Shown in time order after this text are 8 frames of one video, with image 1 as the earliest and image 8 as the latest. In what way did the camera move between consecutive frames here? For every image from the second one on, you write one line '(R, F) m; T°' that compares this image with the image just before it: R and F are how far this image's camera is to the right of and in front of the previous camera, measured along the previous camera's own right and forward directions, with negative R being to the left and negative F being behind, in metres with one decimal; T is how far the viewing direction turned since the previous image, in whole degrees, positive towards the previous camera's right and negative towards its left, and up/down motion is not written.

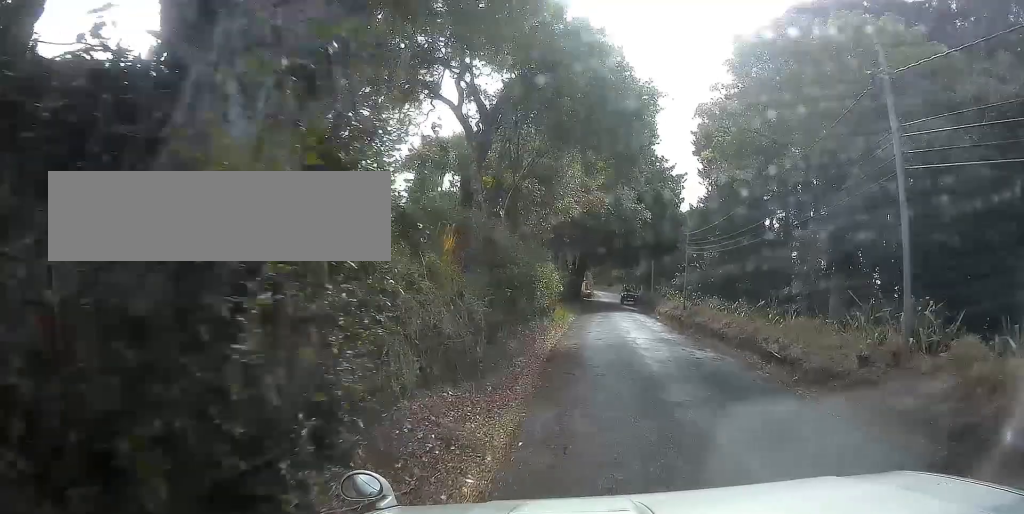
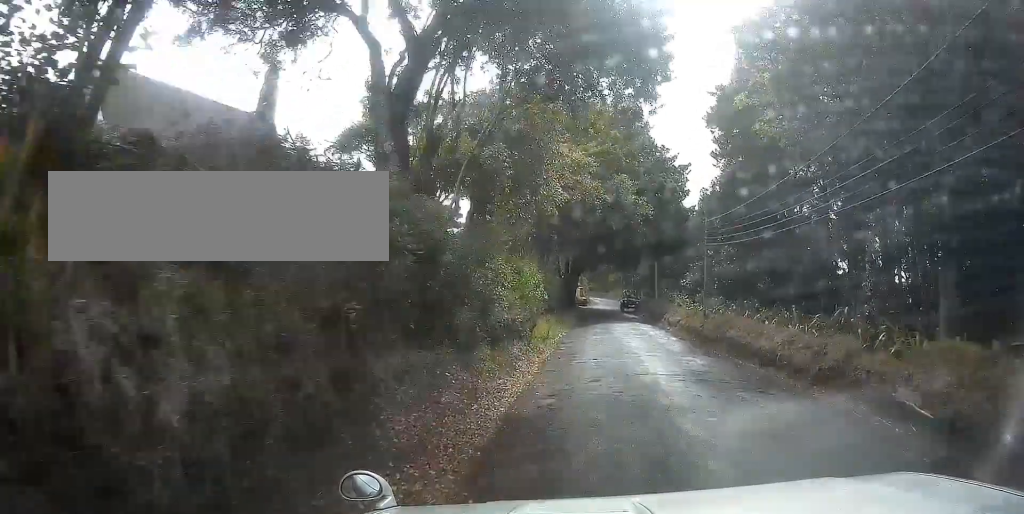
(0.0, +6.8) m; 0°
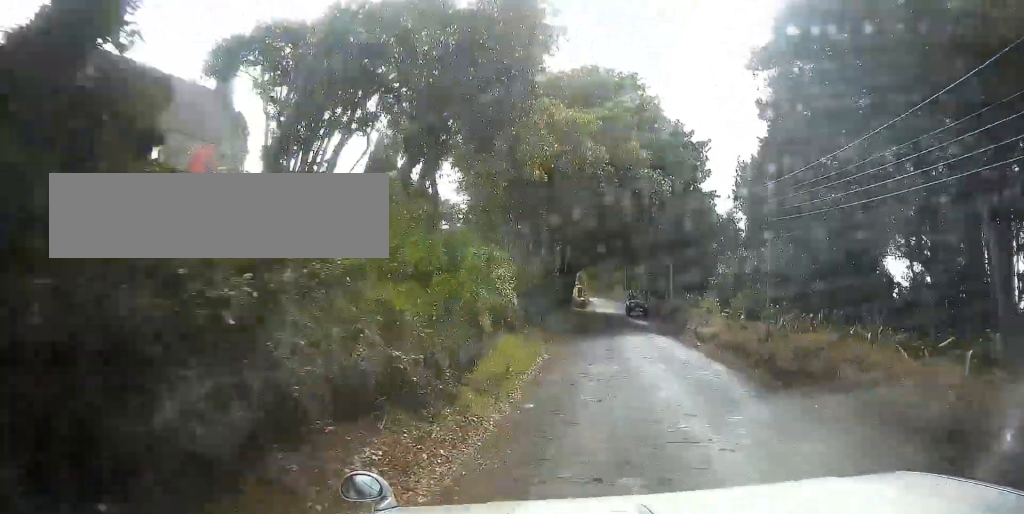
(0.0, +9.1) m; 0°
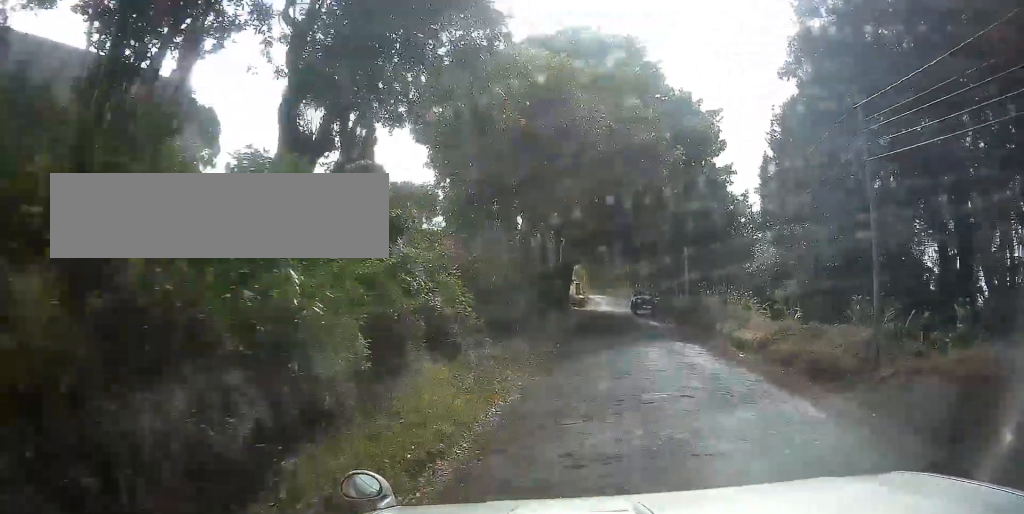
(0.0, +6.8) m; +1°
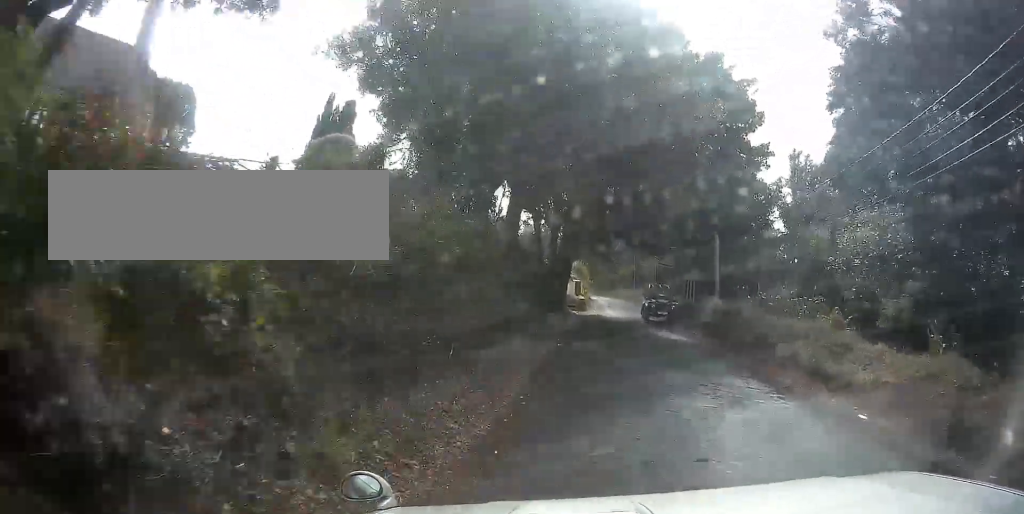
(+0.2, +7.4) m; +2°
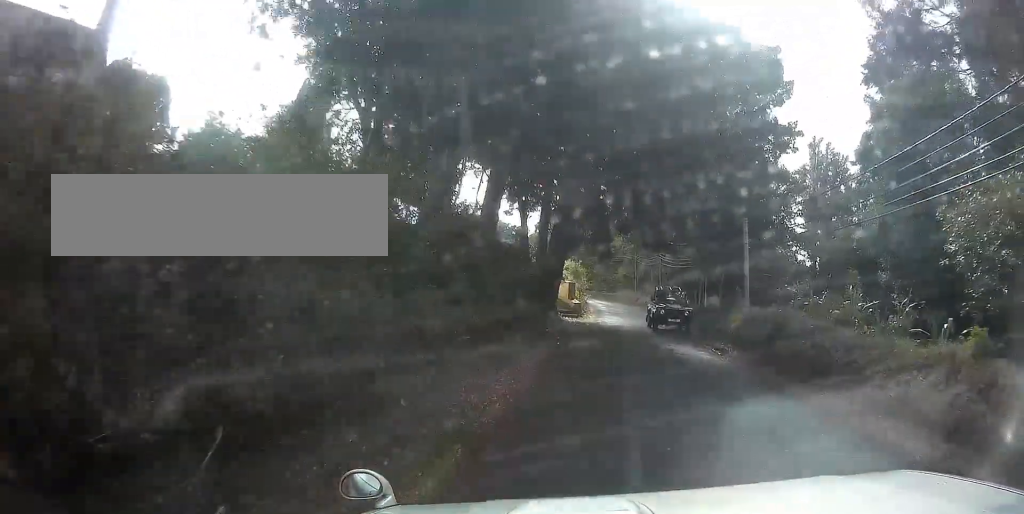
(0.0, +5.5) m; -1°
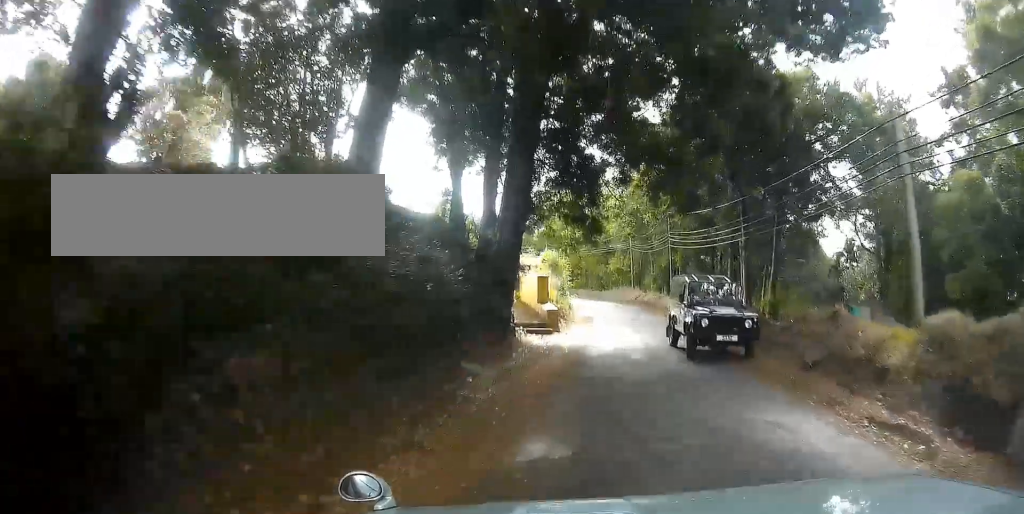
(-0.2, +12.1) m; -1°
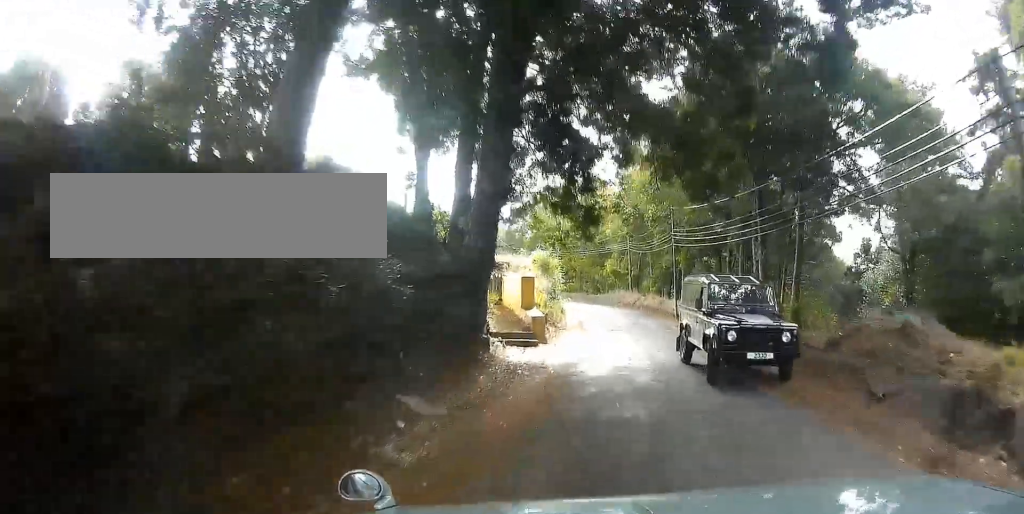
(0.0, +3.2) m; +1°
